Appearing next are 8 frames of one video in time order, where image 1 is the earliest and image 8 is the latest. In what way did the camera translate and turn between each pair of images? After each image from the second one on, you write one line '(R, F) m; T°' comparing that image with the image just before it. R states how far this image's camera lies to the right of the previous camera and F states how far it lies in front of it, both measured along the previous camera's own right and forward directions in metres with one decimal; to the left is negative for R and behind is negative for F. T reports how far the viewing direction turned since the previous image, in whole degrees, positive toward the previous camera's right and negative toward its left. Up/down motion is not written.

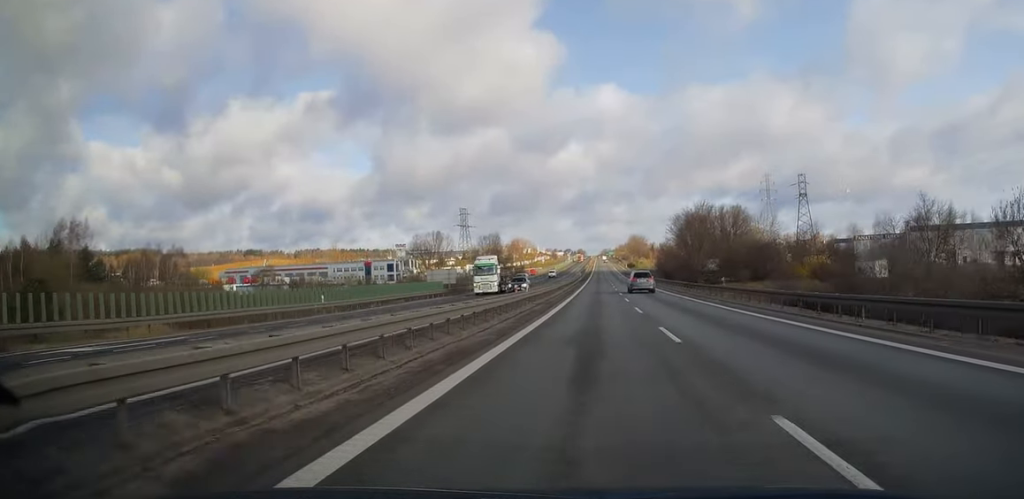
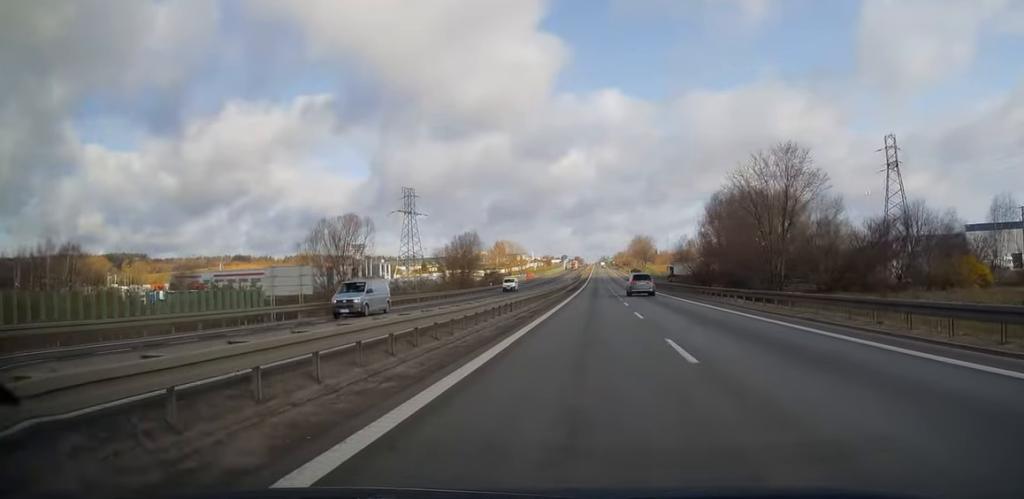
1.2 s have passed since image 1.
(+0.1, +39.9) m; 0°
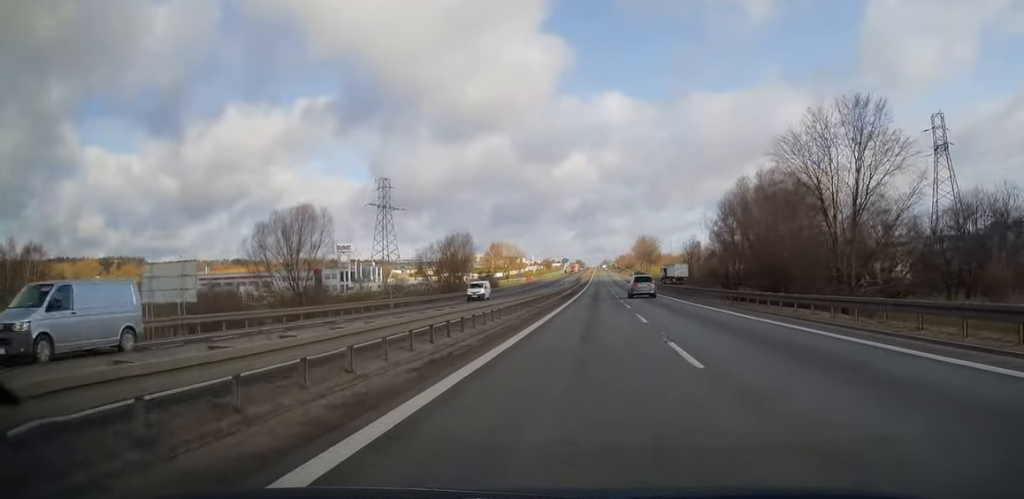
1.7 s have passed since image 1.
(0.0, +12.7) m; 0°
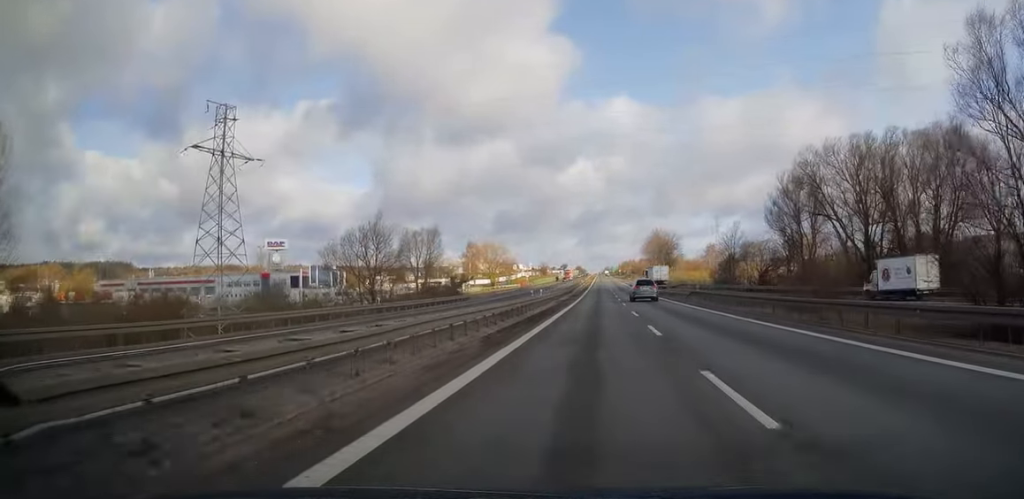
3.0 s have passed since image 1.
(-0.2, +40.0) m; 0°
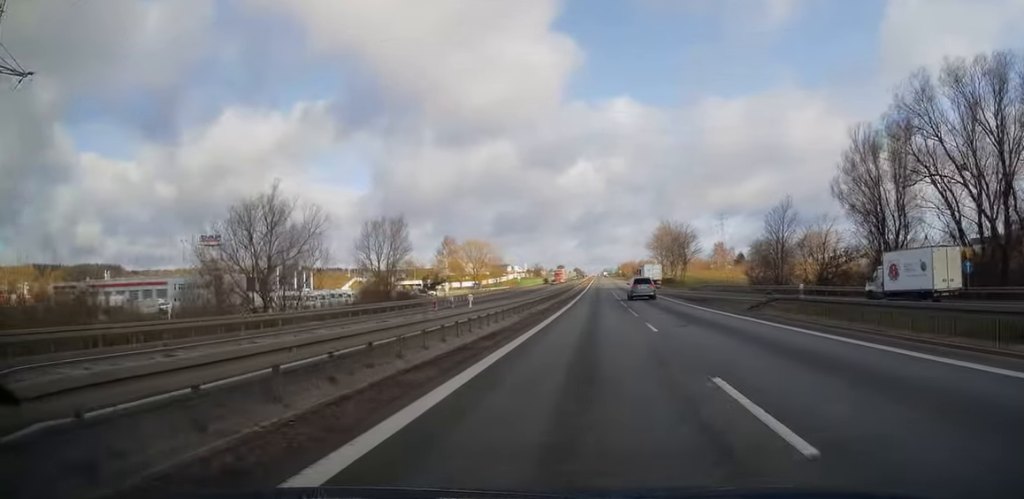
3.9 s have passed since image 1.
(-0.1, +25.0) m; 0°
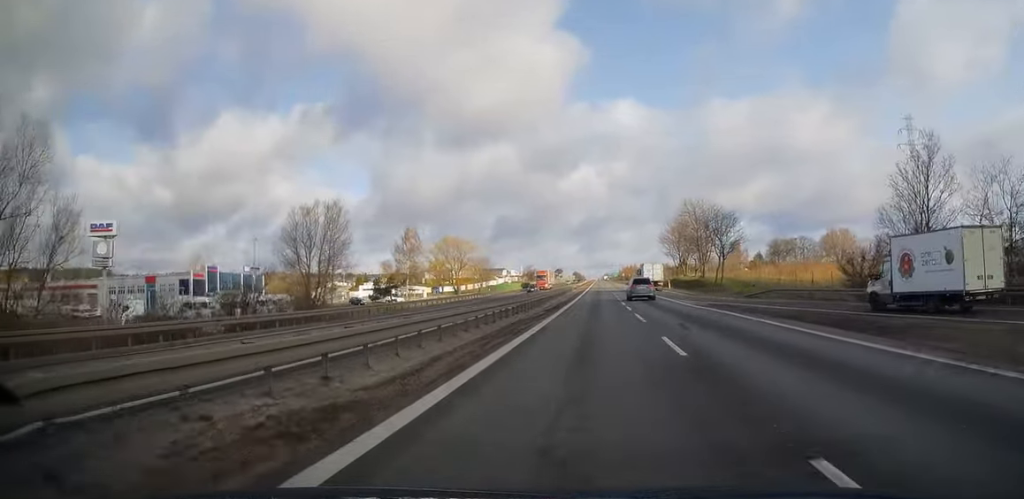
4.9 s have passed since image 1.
(+0.1, +30.3) m; 0°
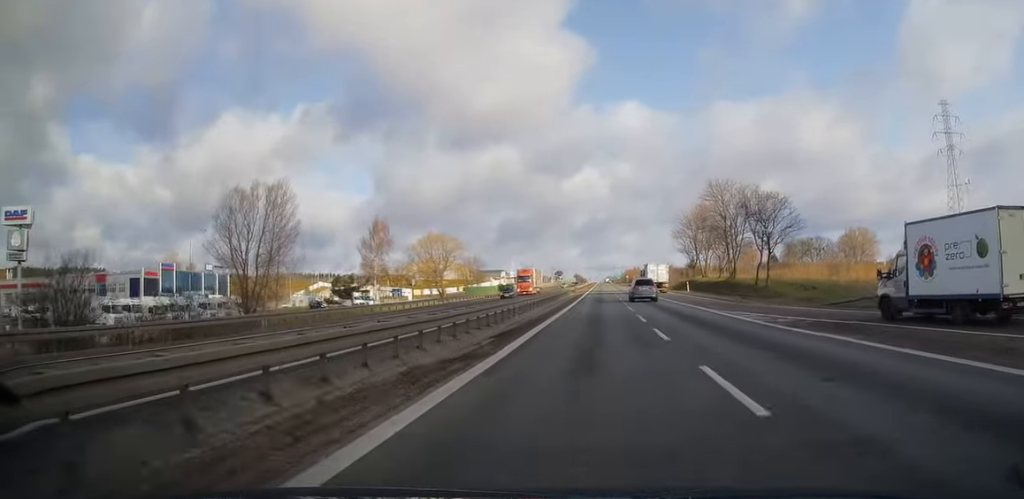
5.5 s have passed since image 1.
(0.0, +18.0) m; 0°
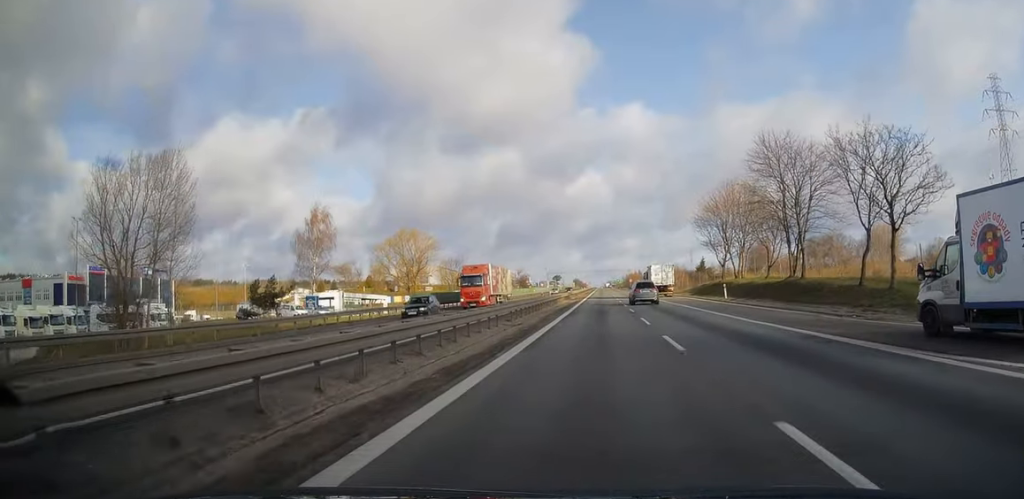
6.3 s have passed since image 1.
(0.0, +22.4) m; 0°
